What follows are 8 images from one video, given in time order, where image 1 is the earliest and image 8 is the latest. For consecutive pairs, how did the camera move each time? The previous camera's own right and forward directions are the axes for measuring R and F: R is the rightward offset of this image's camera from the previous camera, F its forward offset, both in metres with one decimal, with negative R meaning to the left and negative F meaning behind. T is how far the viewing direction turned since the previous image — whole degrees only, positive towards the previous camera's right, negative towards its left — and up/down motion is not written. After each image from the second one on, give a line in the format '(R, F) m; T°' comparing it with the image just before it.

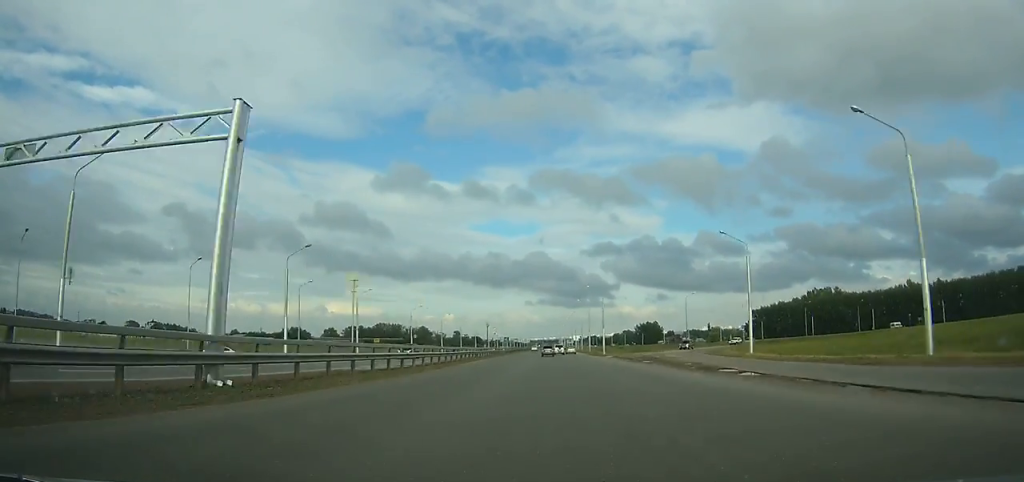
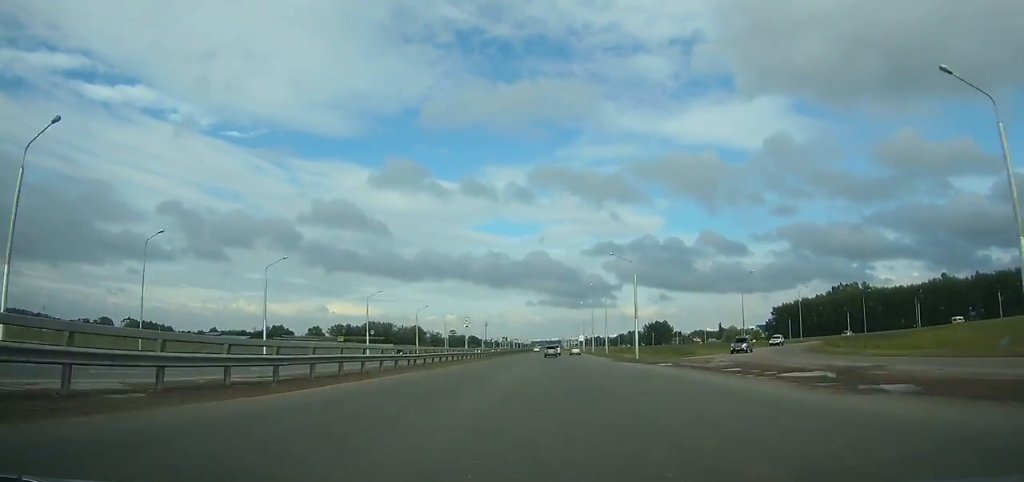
(-0.1, +33.7) m; 0°
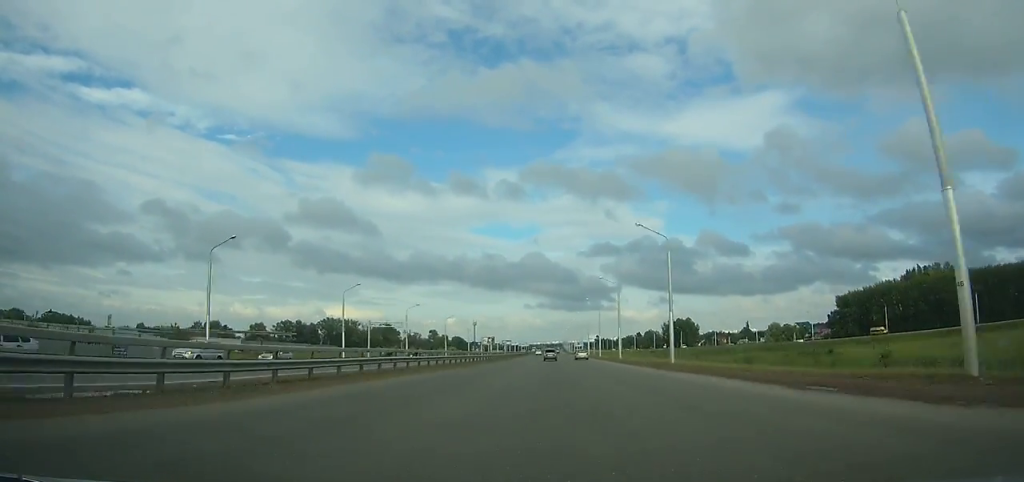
(-0.1, +83.6) m; 0°
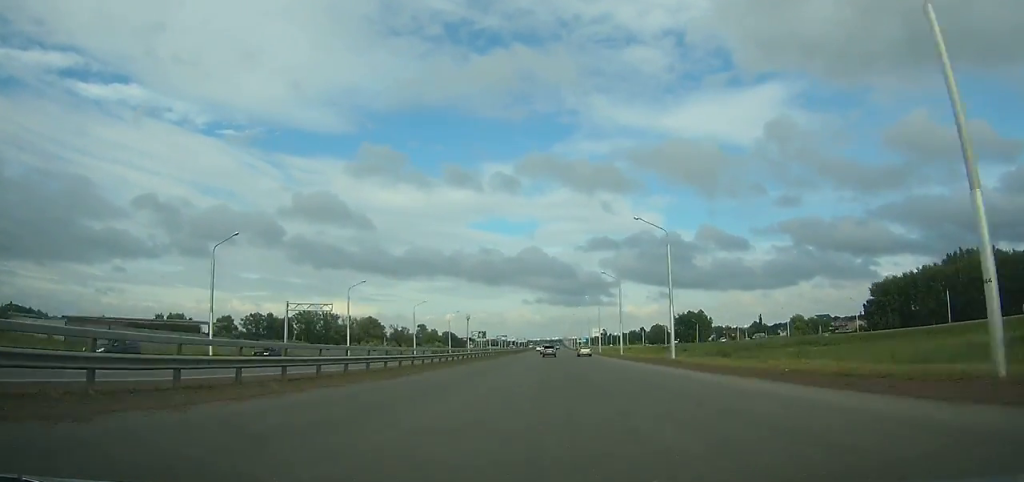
(0.0, +35.8) m; 0°
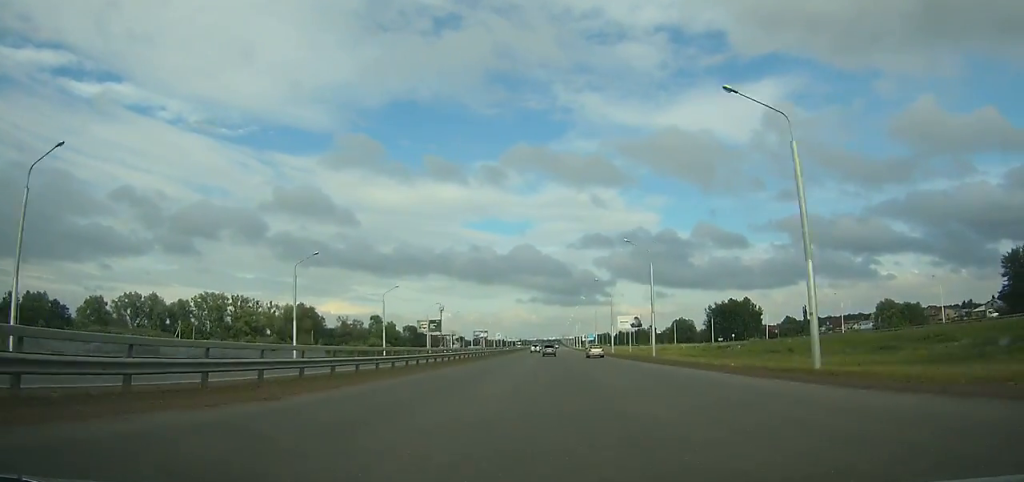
(+0.2, +92.2) m; 0°
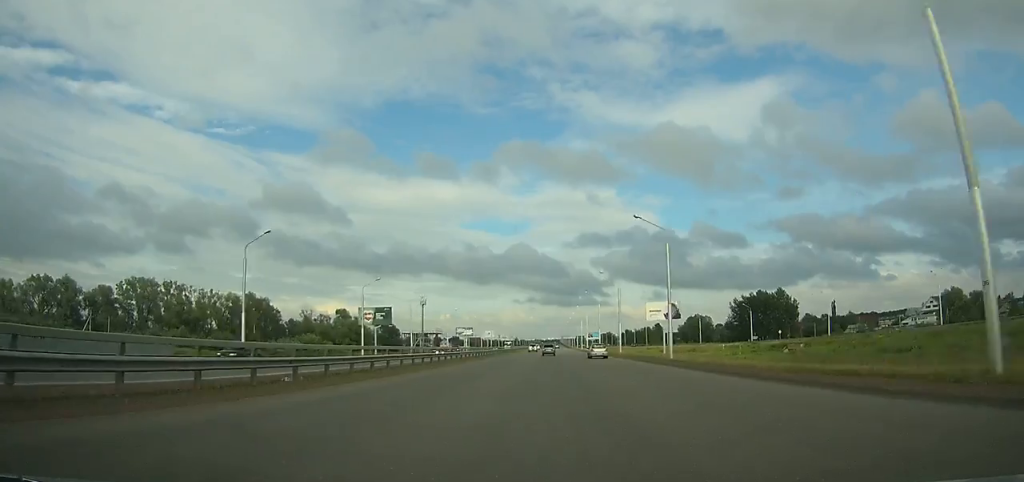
(0.0, +45.2) m; 0°
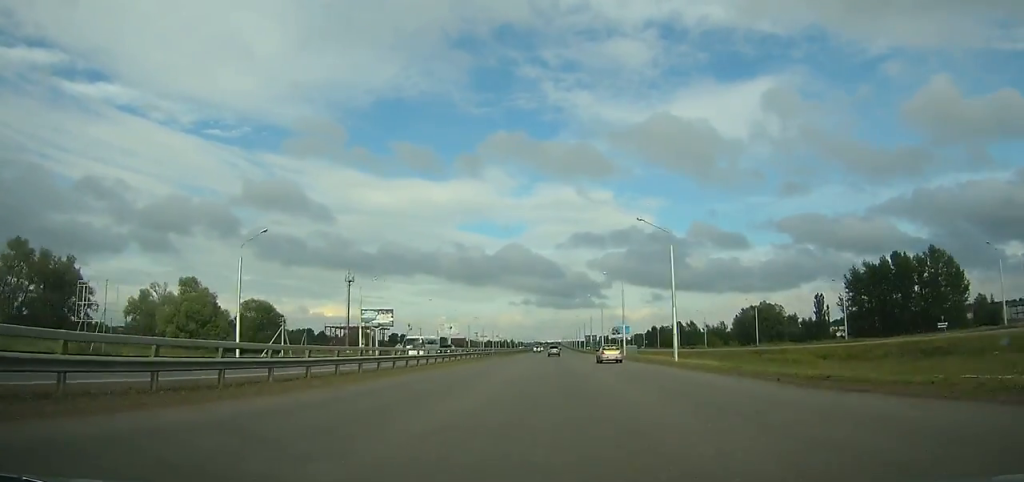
(+0.1, +104.4) m; 0°
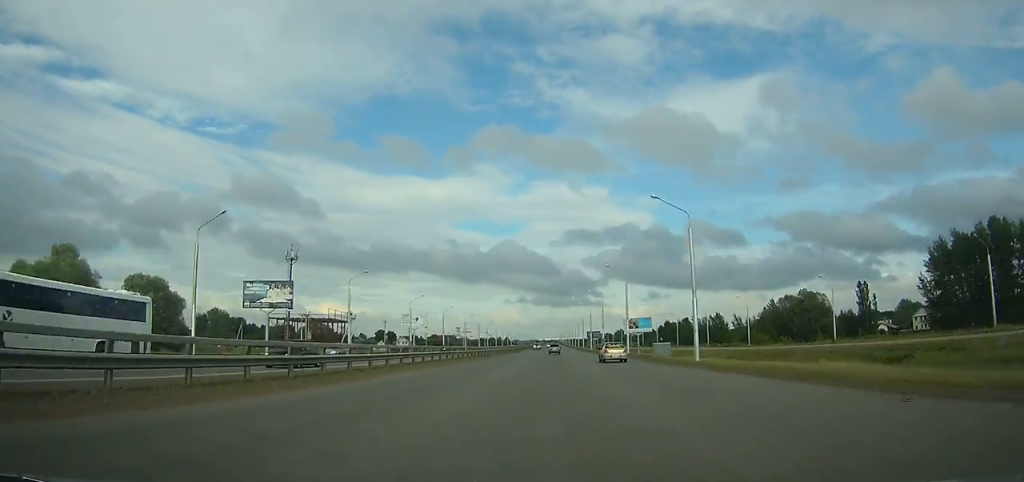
(0.0, +41.2) m; 0°
